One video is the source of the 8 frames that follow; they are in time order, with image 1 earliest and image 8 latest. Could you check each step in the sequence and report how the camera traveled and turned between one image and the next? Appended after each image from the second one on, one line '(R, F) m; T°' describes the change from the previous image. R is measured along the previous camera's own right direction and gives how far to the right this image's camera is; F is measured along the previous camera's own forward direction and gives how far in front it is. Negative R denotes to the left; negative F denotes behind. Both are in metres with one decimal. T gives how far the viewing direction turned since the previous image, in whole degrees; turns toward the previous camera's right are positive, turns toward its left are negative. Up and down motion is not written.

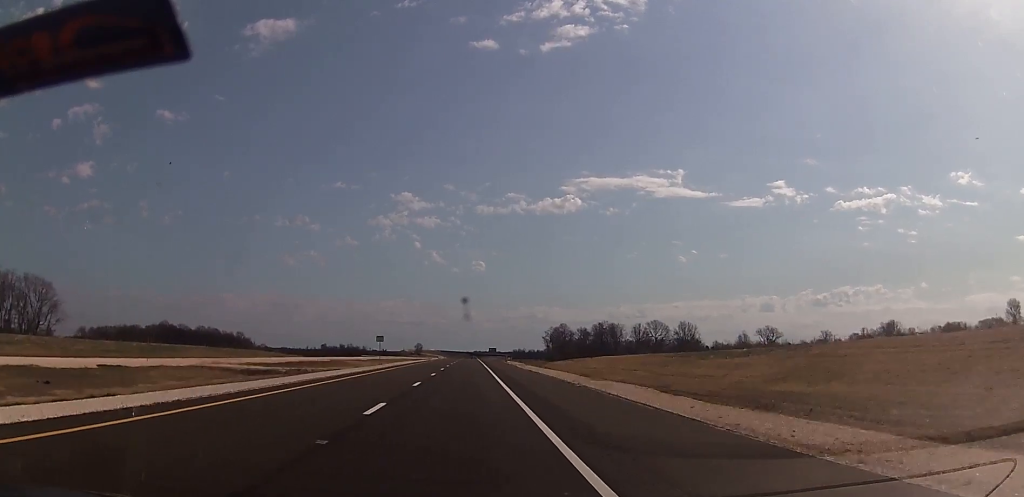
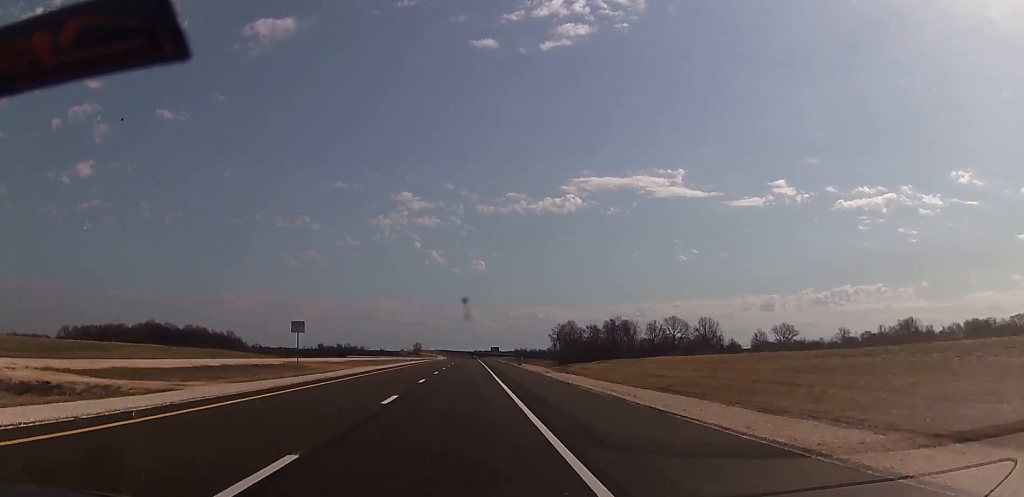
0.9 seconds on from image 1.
(-0.3, +33.1) m; -1°
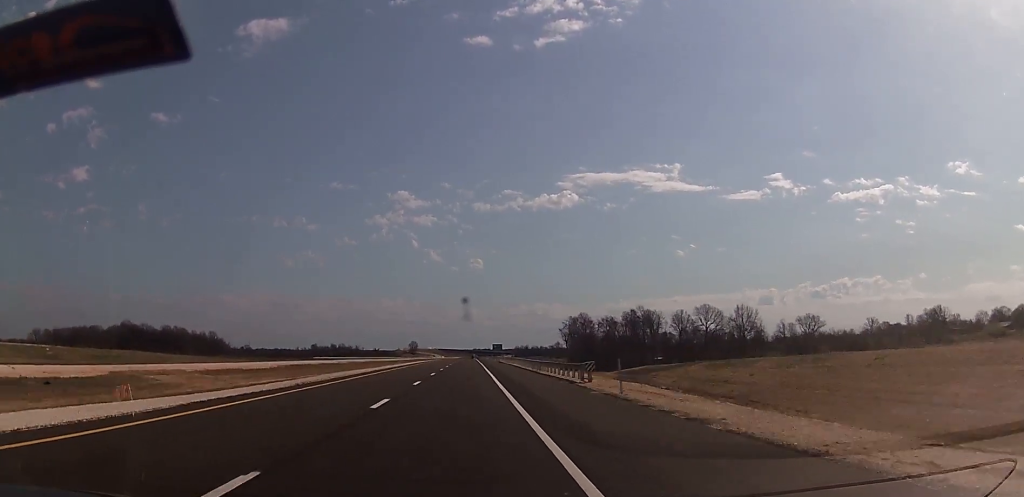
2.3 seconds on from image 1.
(-0.2, +49.8) m; 0°
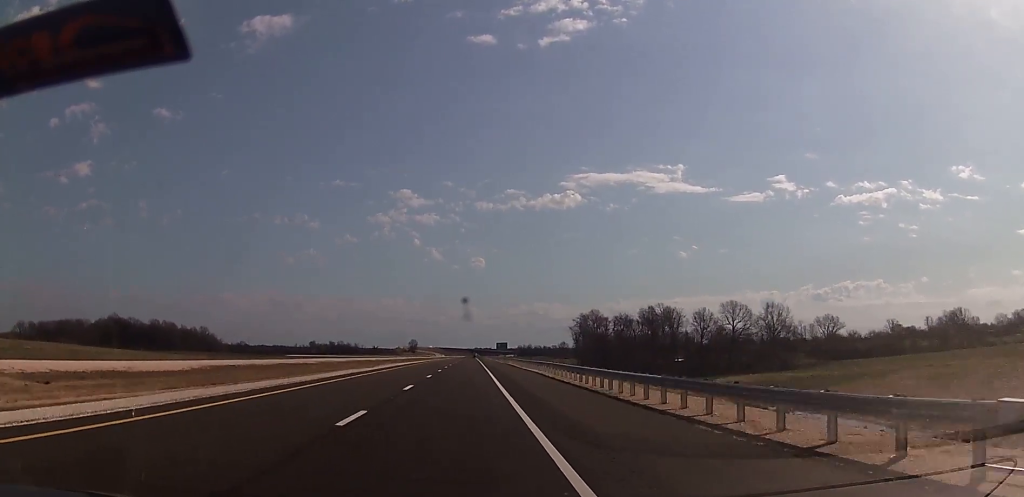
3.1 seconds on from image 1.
(-0.1, +28.5) m; +1°
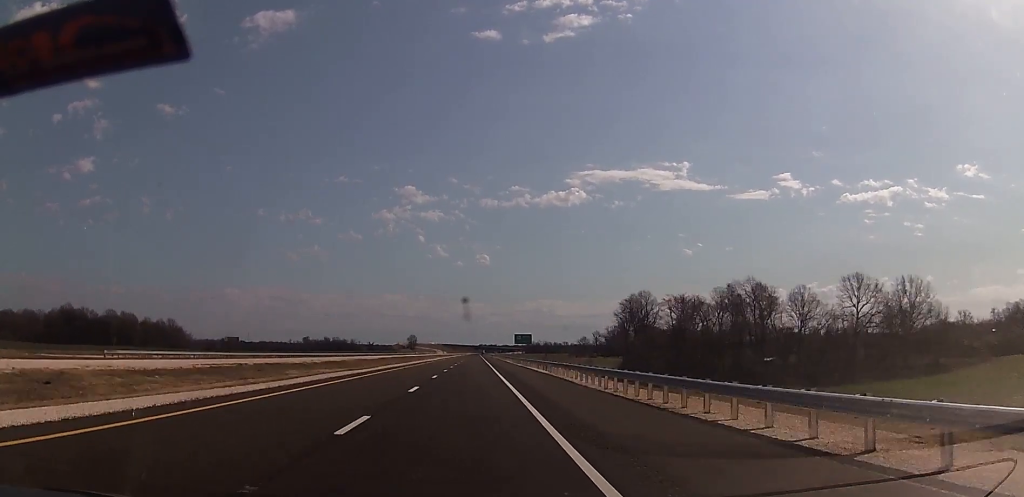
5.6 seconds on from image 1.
(-0.1, +86.4) m; -1°
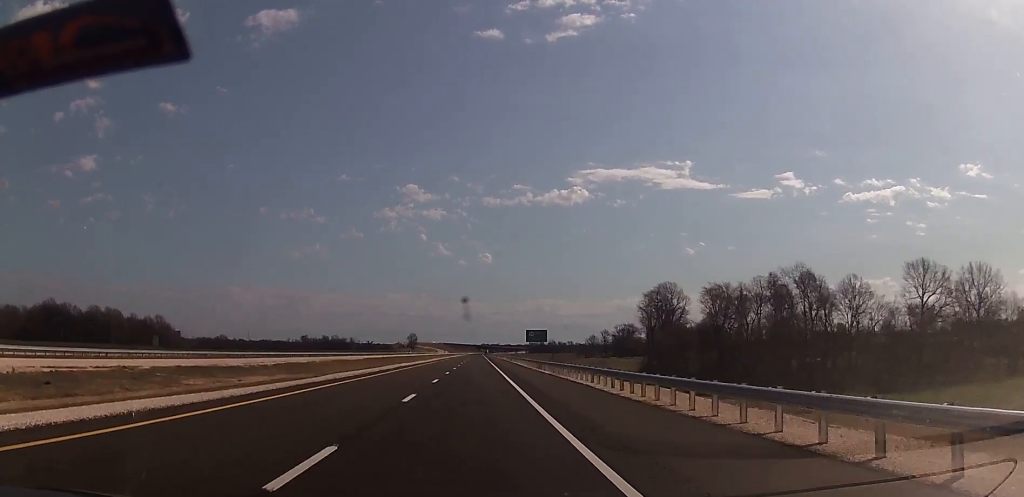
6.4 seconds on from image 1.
(0.0, +28.5) m; 0°
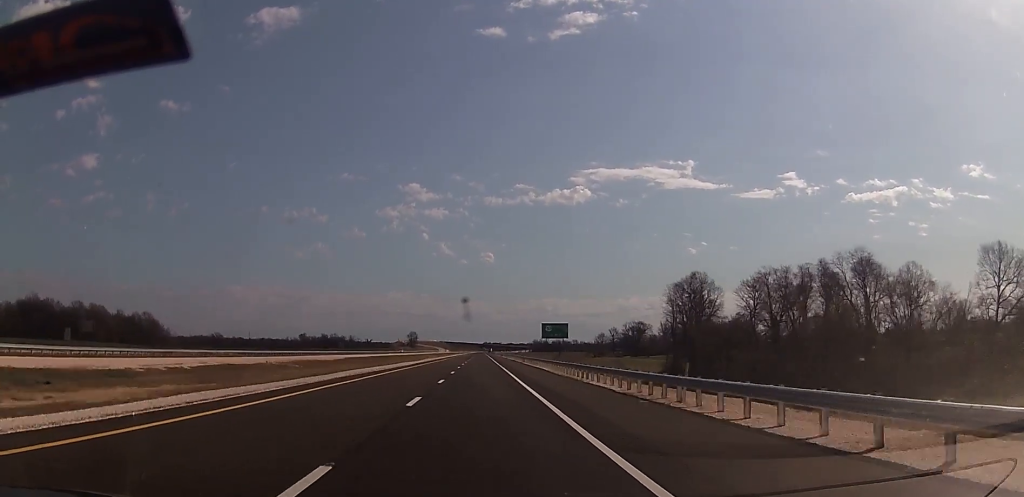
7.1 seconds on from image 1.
(+0.5, +26.1) m; -1°
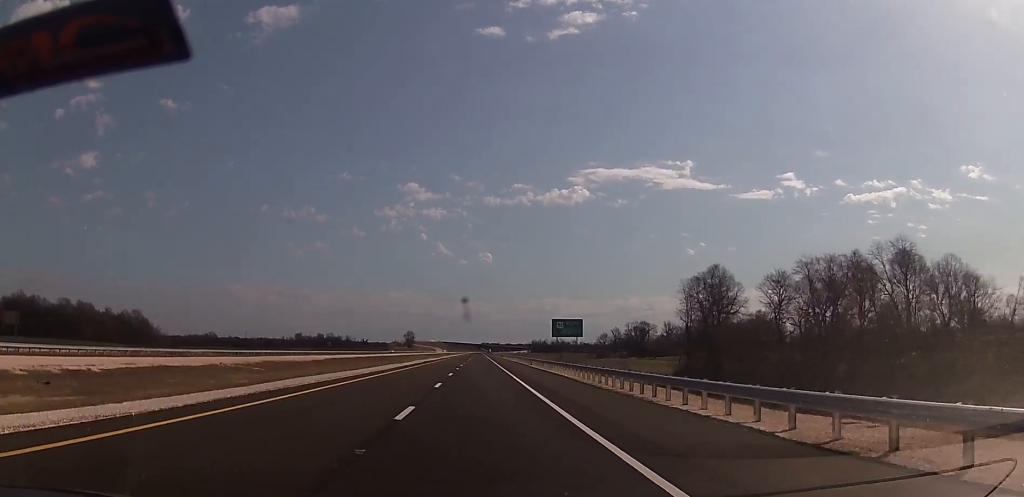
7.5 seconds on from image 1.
(-0.3, +15.4) m; 0°
